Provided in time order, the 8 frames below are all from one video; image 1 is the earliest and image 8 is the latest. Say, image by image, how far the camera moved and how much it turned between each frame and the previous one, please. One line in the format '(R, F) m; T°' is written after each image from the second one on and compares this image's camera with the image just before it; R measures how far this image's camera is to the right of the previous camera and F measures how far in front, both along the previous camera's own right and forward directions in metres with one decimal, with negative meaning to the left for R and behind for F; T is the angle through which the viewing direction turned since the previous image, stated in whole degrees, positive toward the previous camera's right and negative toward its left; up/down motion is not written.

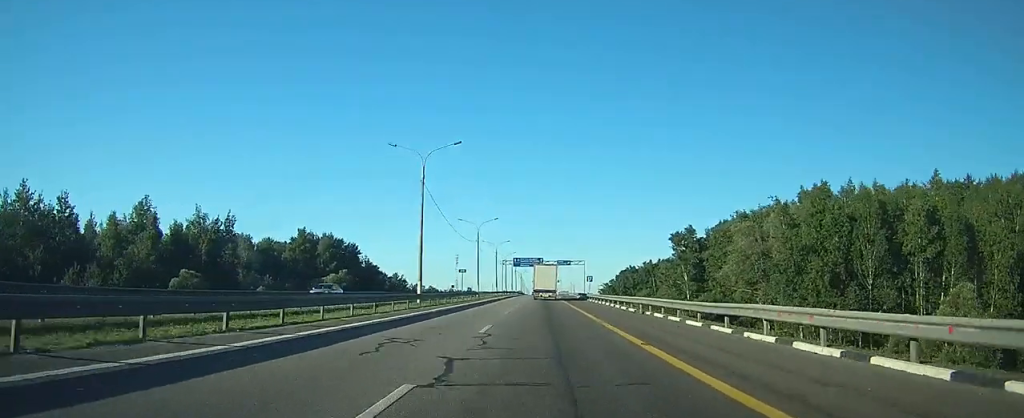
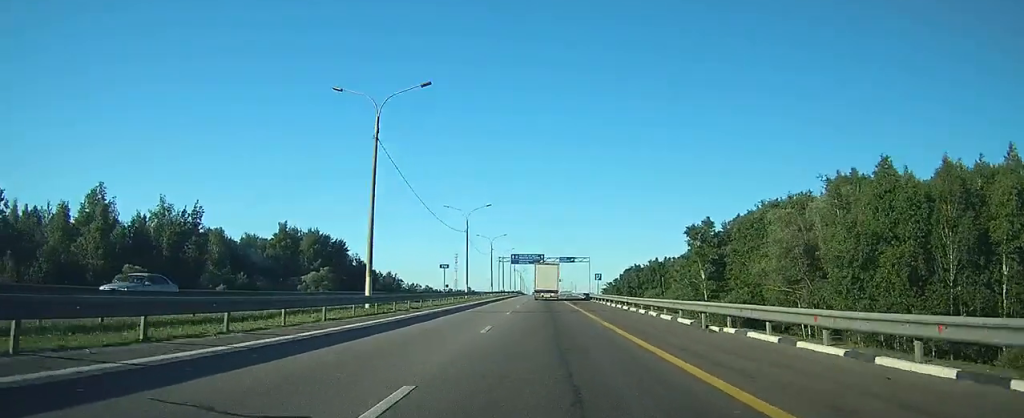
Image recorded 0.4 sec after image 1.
(0.0, +12.1) m; 0°
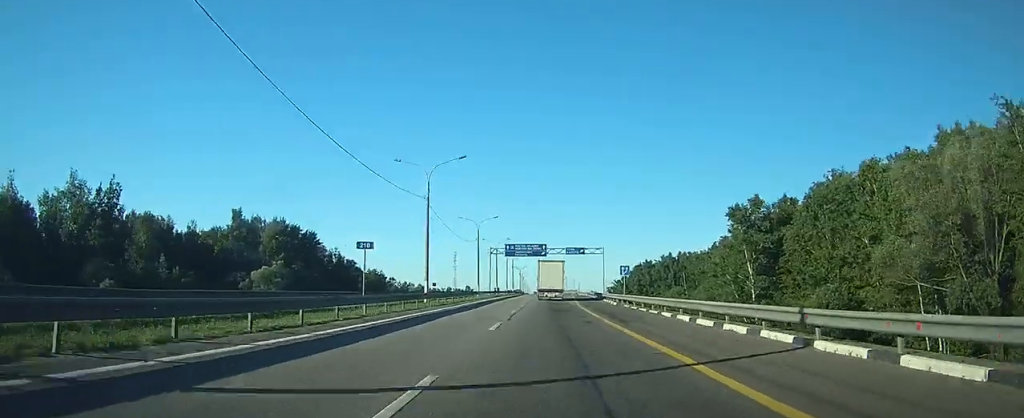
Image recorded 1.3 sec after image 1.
(0.0, +23.3) m; 0°
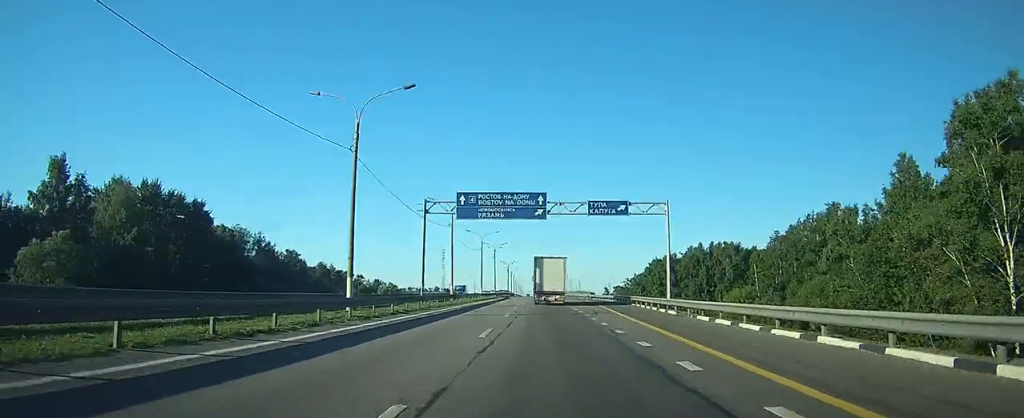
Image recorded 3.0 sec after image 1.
(-0.3, +50.0) m; 0°
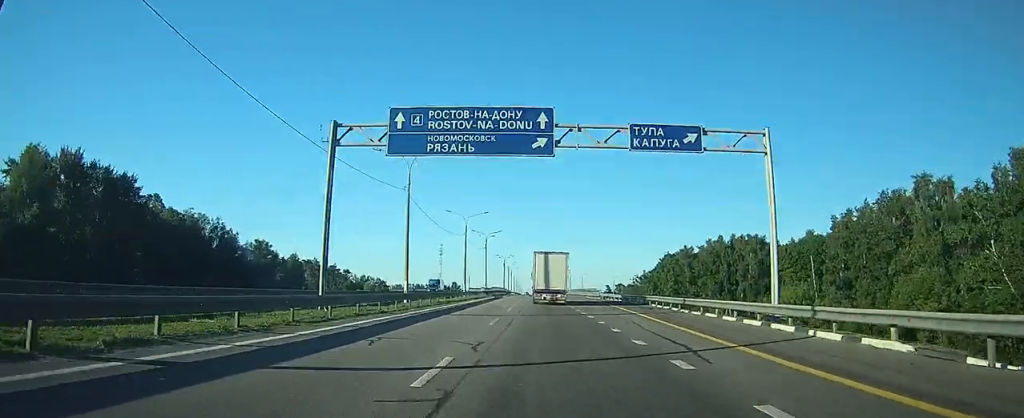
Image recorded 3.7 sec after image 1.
(0.0, +20.0) m; 0°
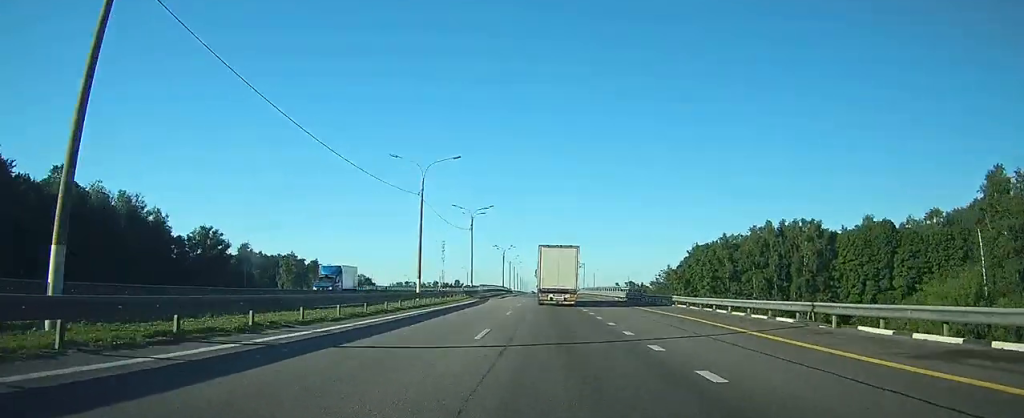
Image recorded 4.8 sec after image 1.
(0.0, +29.7) m; 0°
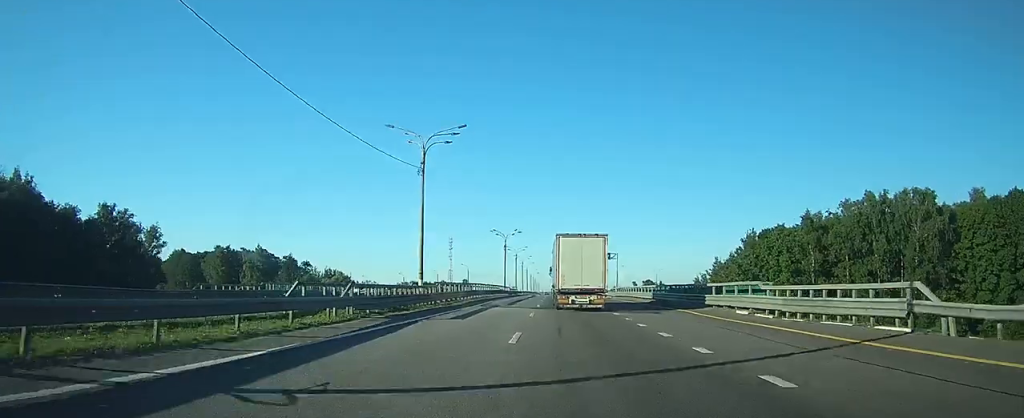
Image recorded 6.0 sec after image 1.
(-0.2, +36.6) m; 0°
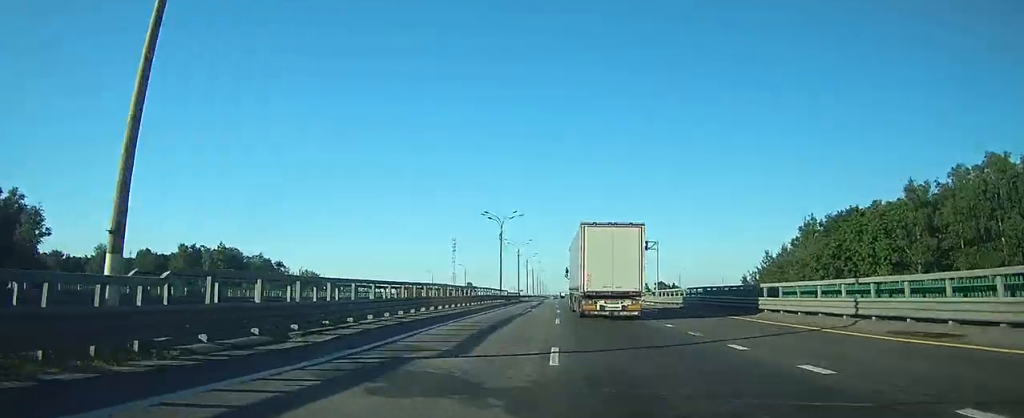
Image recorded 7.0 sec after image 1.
(0.0, +27.3) m; 0°
